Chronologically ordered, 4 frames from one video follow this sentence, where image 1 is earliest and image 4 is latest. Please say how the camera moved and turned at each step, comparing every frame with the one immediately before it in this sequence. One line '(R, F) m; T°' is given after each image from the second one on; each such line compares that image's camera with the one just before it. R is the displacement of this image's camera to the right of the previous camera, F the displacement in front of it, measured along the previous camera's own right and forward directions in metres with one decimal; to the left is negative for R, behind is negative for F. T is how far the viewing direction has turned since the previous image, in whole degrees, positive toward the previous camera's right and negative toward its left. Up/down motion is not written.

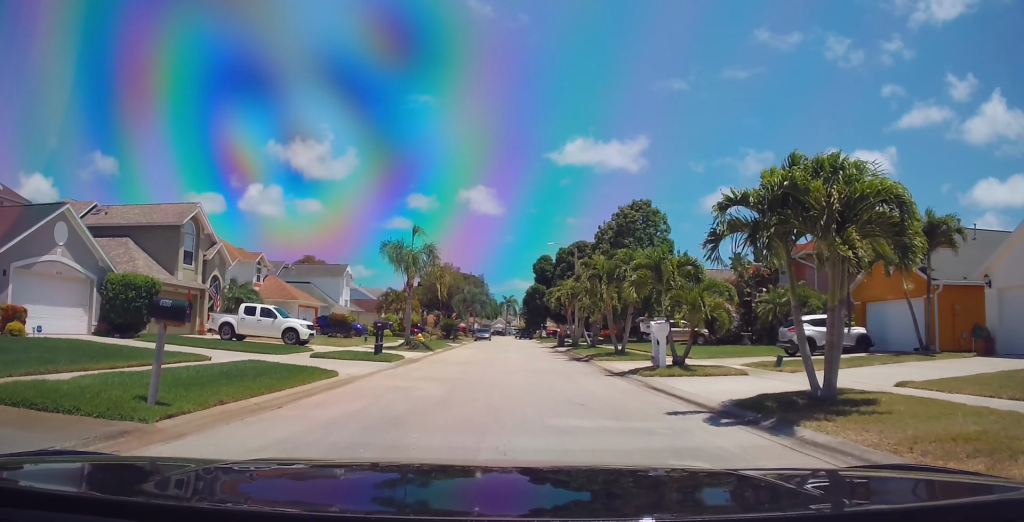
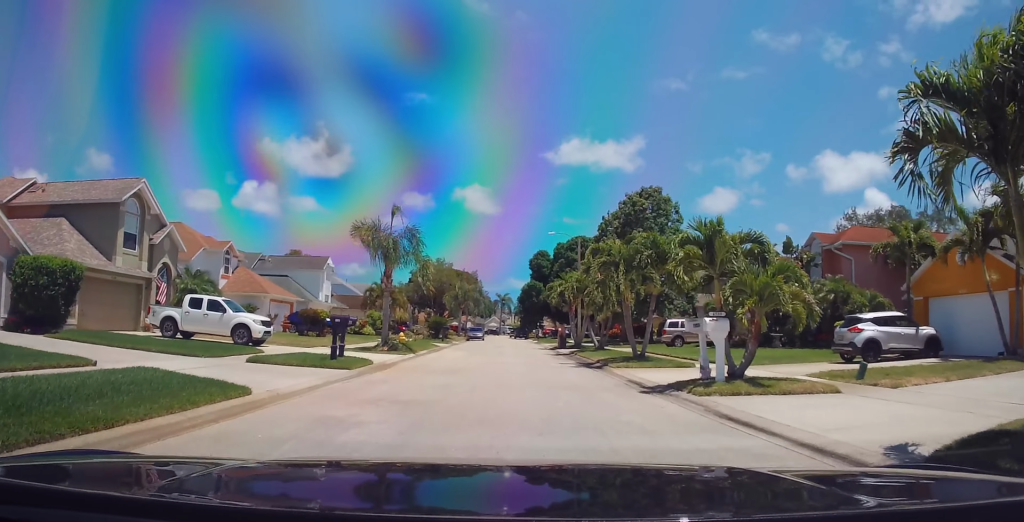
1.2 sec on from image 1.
(0.0, +5.4) m; +9°
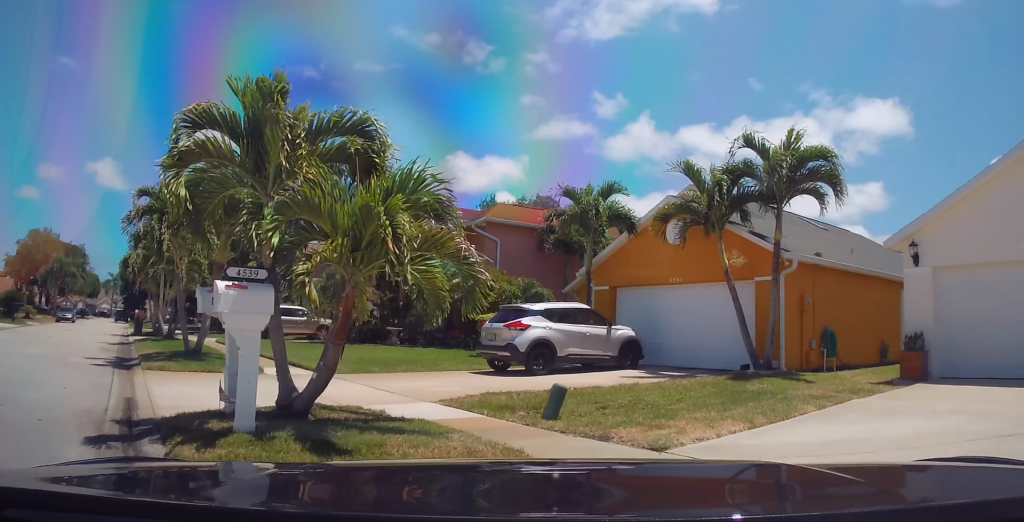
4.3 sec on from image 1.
(+2.6, +8.2) m; +35°
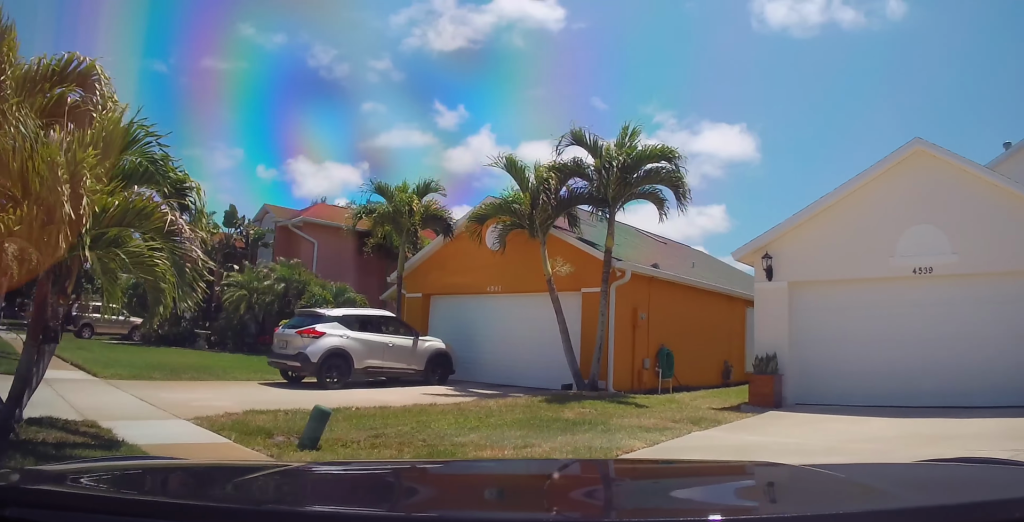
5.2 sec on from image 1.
(+0.3, +1.7) m; +25°
